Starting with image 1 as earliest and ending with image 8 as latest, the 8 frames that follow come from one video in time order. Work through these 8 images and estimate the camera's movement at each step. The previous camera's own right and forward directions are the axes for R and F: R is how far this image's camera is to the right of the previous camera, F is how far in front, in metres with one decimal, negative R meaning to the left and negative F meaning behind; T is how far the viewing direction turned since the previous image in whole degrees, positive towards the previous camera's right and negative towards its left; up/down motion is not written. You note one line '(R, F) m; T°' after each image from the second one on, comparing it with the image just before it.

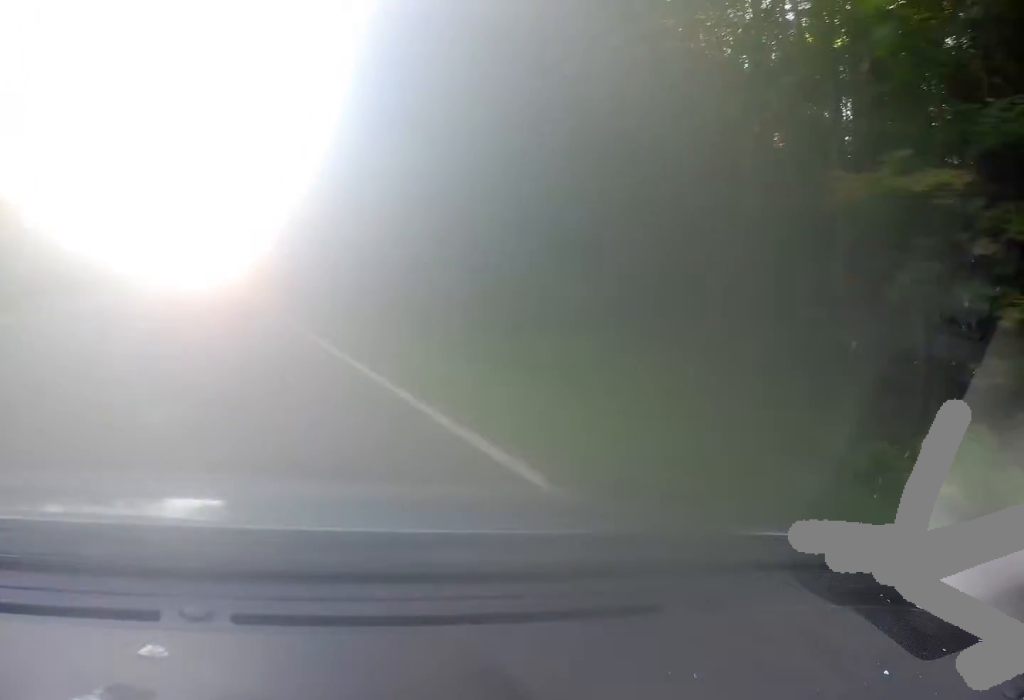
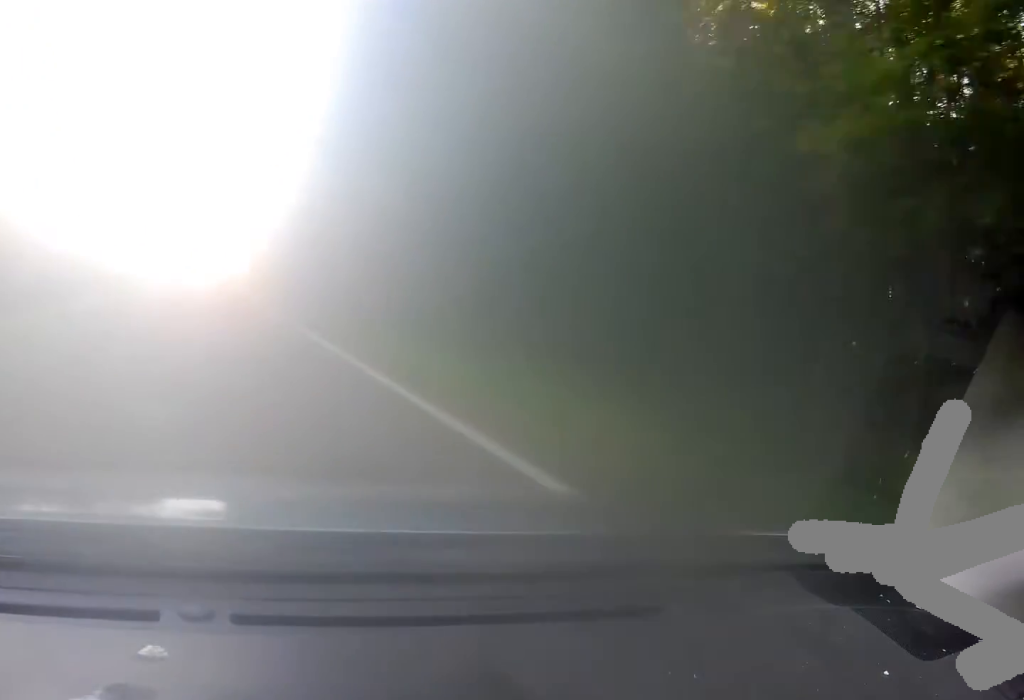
(-0.2, +11.9) m; -1°
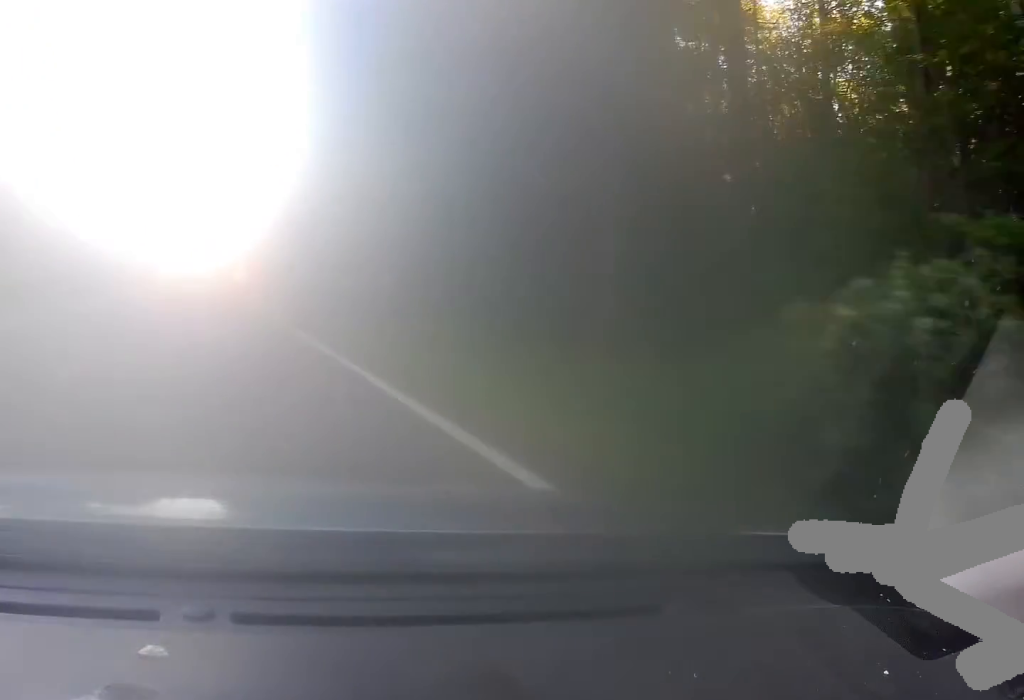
(-0.3, +15.6) m; -1°
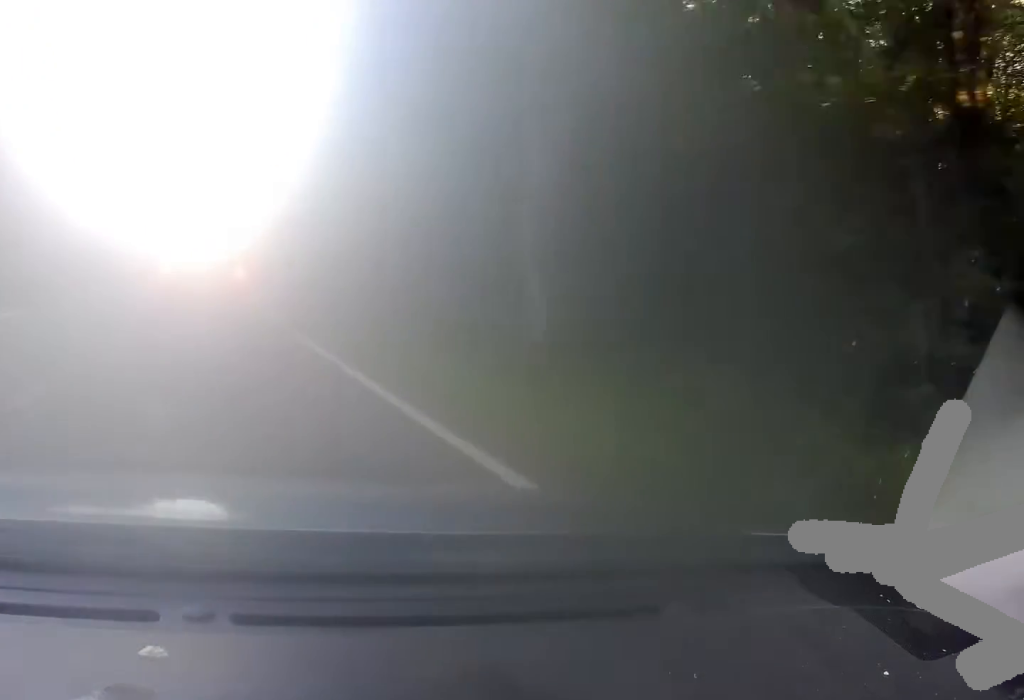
(0.0, +13.6) m; 0°
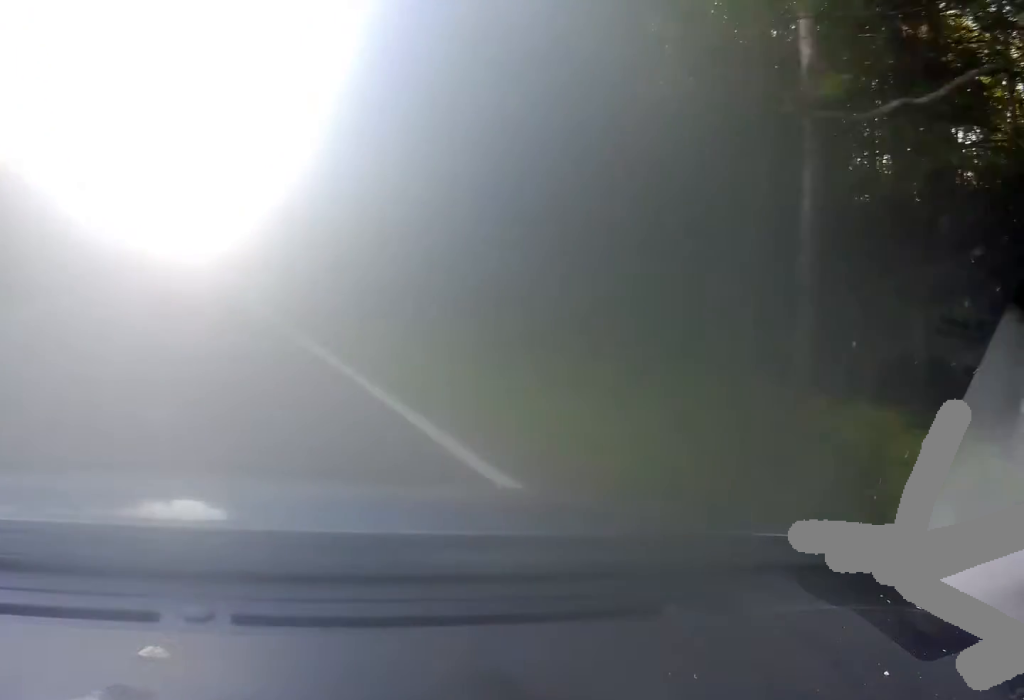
(0.0, +21.8) m; +1°
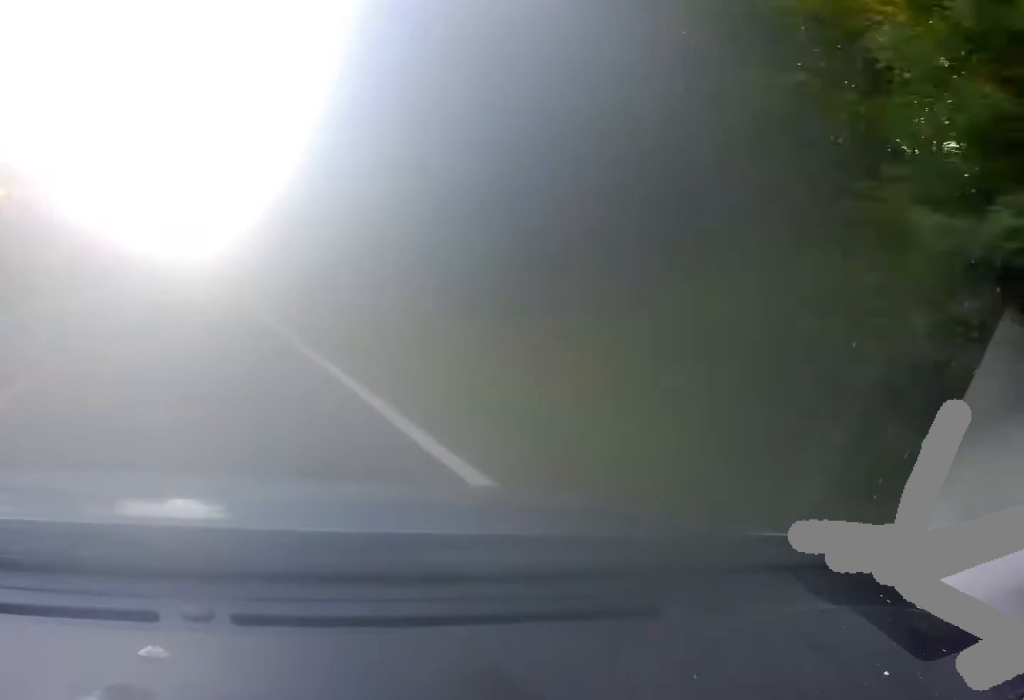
(+0.1, +29.8) m; 0°
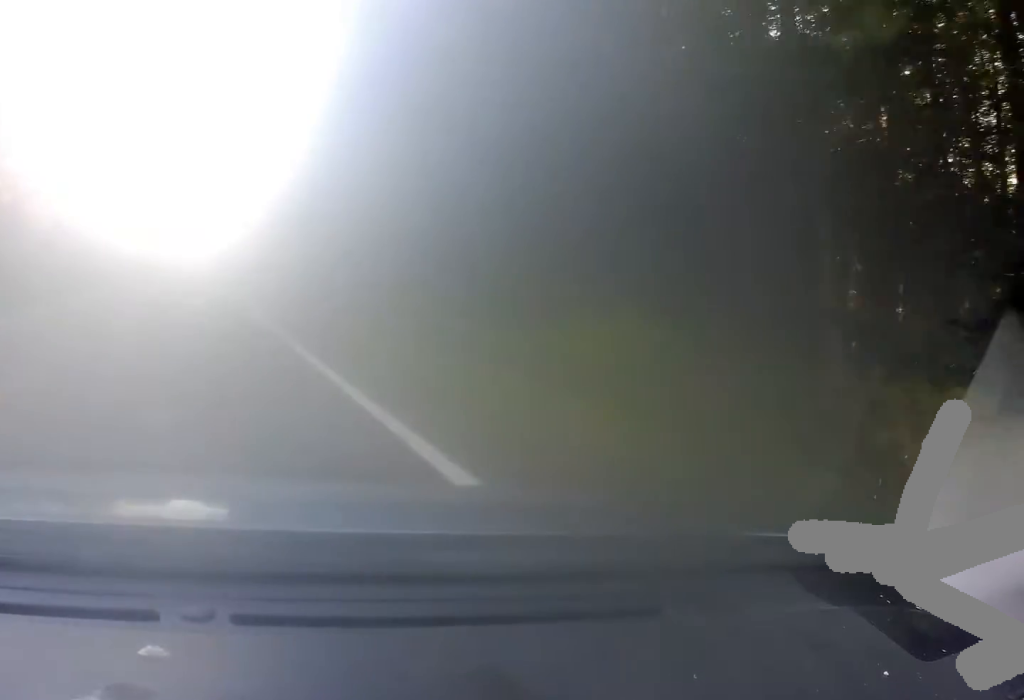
(-0.4, +12.4) m; +1°
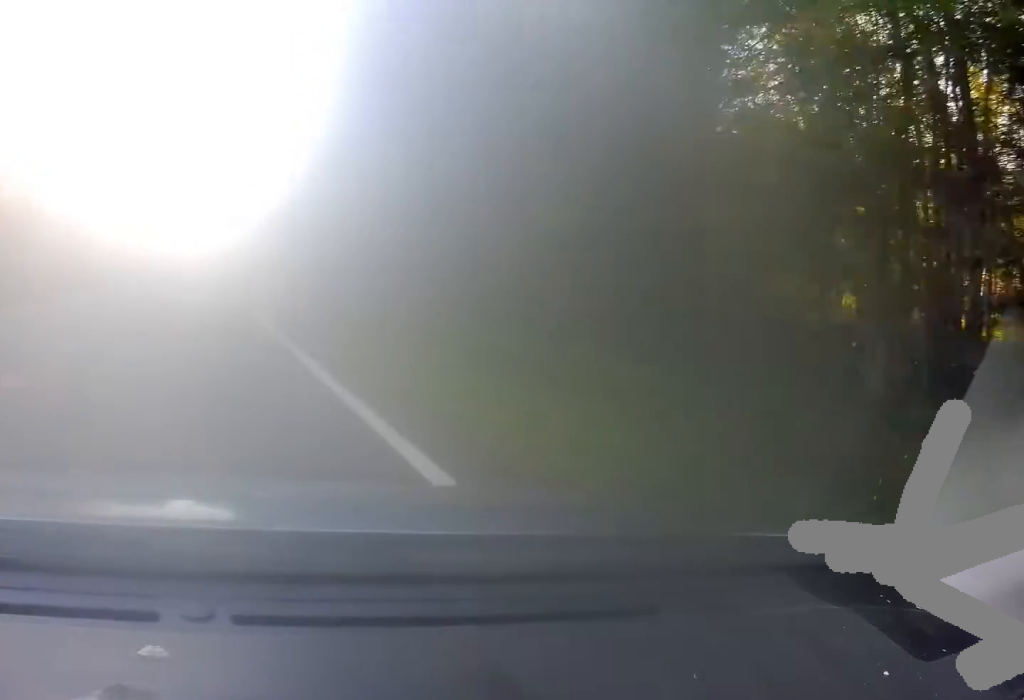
(+0.8, +21.6) m; 0°
